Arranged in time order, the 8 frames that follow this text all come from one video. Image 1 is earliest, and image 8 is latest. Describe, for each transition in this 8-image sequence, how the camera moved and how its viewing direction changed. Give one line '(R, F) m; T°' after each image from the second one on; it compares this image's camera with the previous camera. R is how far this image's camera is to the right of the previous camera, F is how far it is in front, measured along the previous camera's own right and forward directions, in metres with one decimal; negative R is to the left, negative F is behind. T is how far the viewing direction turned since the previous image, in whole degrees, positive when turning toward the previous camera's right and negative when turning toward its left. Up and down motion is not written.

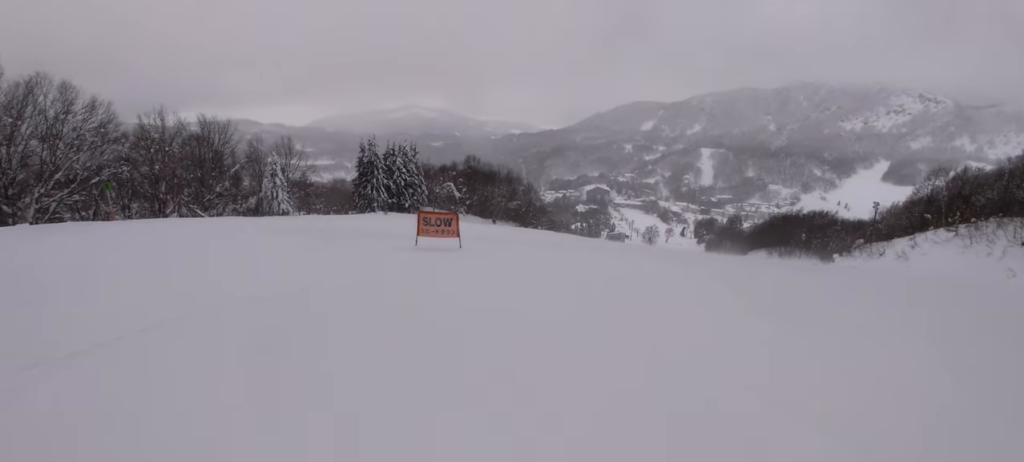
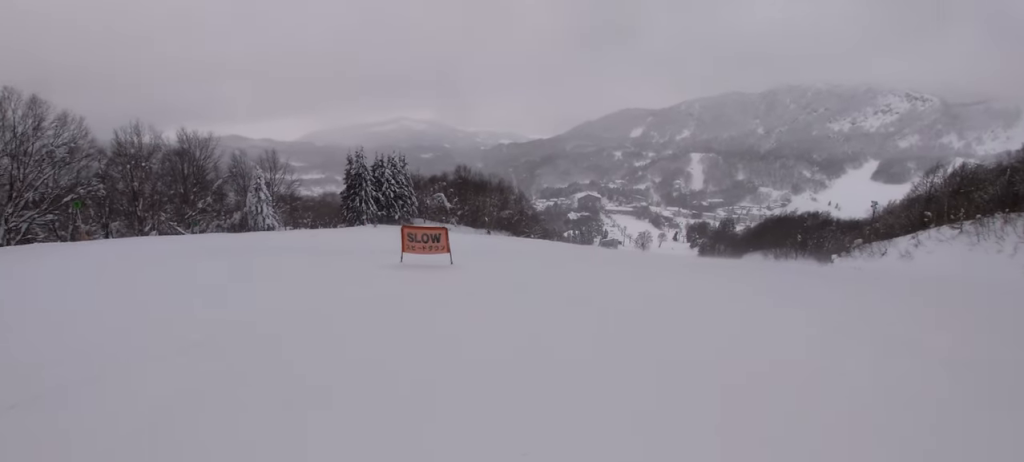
(0.0, +2.4) m; 0°
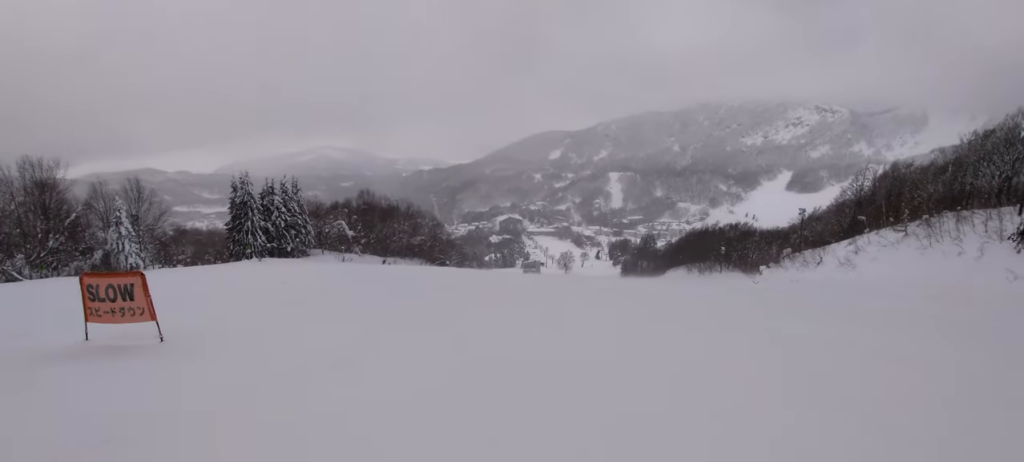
(0.0, +8.8) m; -7°
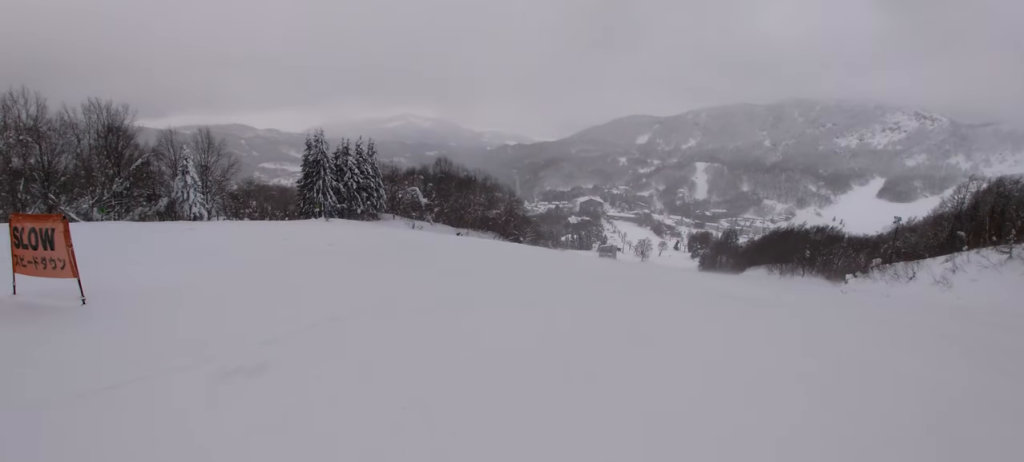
(+0.4, +3.0) m; -8°
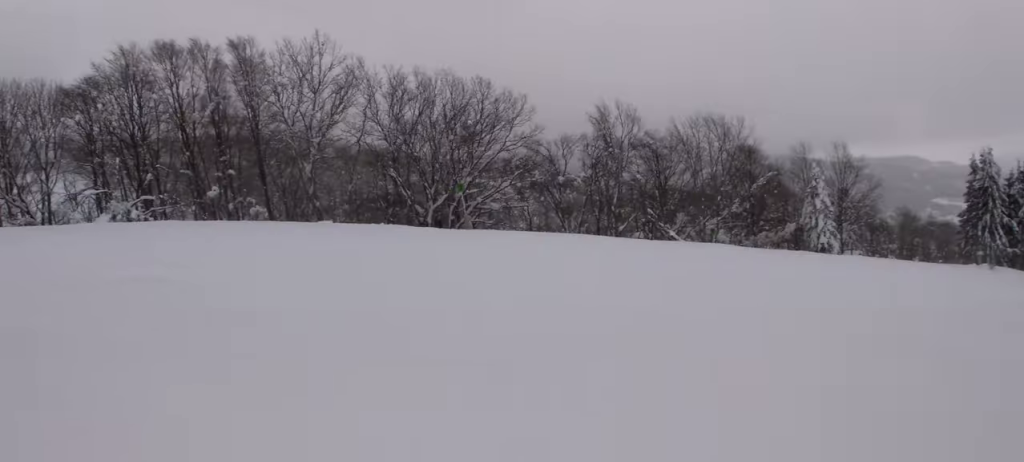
(-6.5, +9.6) m; -46°
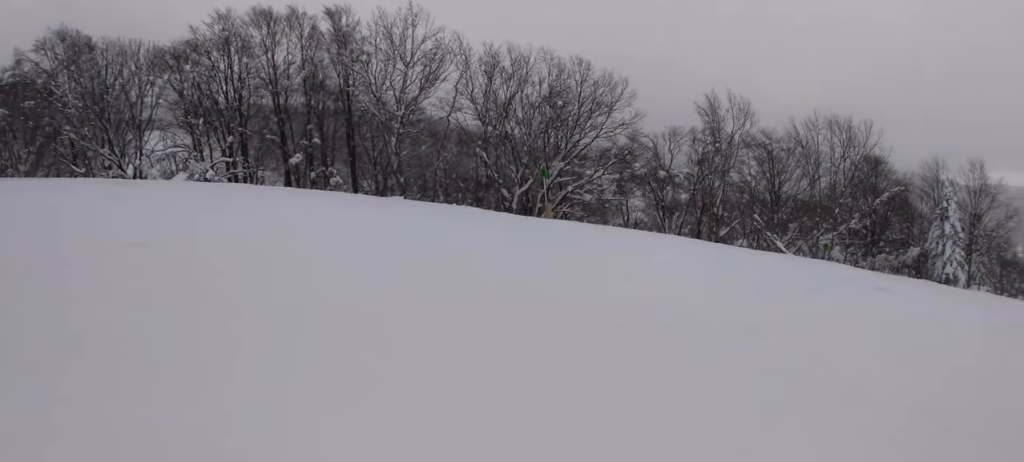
(+0.4, +3.2) m; +5°
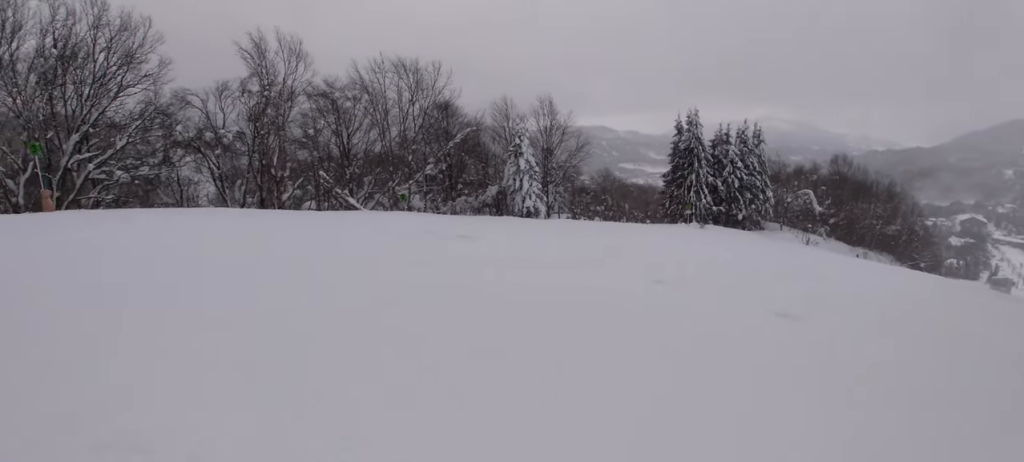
(+0.4, +5.7) m; +5°
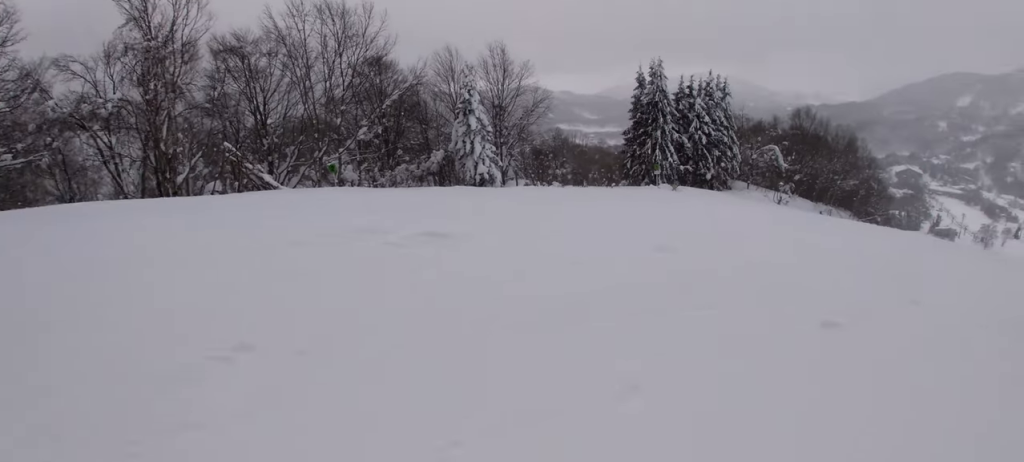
(+0.1, +6.9) m; +23°
